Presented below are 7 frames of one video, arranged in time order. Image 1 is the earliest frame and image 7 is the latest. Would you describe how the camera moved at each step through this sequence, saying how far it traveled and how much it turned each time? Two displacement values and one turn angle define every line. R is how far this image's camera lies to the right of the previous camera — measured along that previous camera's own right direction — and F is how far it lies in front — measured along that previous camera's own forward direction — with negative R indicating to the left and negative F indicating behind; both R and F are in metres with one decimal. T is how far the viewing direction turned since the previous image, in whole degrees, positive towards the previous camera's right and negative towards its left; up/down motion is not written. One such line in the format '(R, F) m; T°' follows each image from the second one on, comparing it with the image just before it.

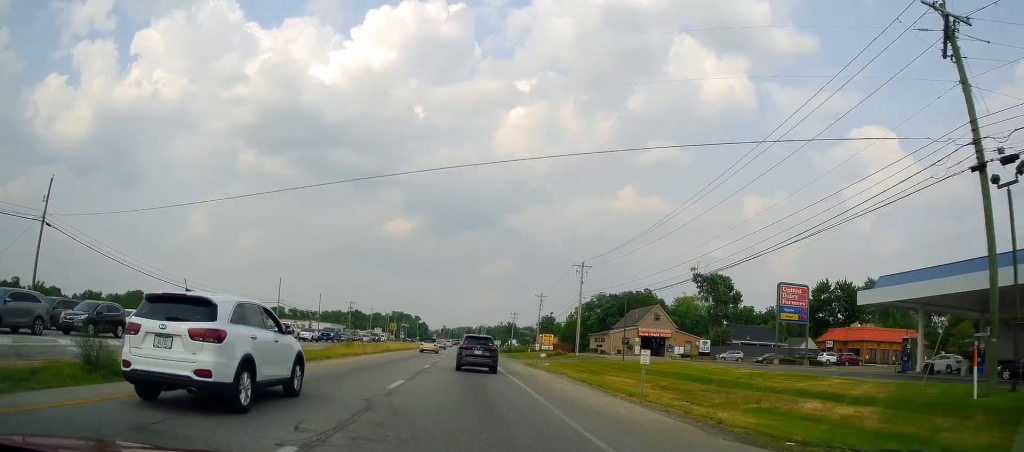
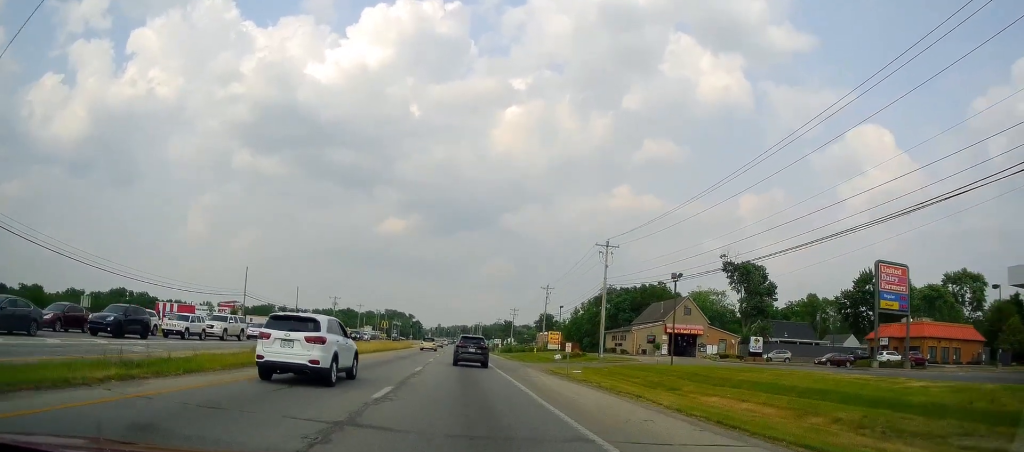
(-0.2, +15.2) m; +1°
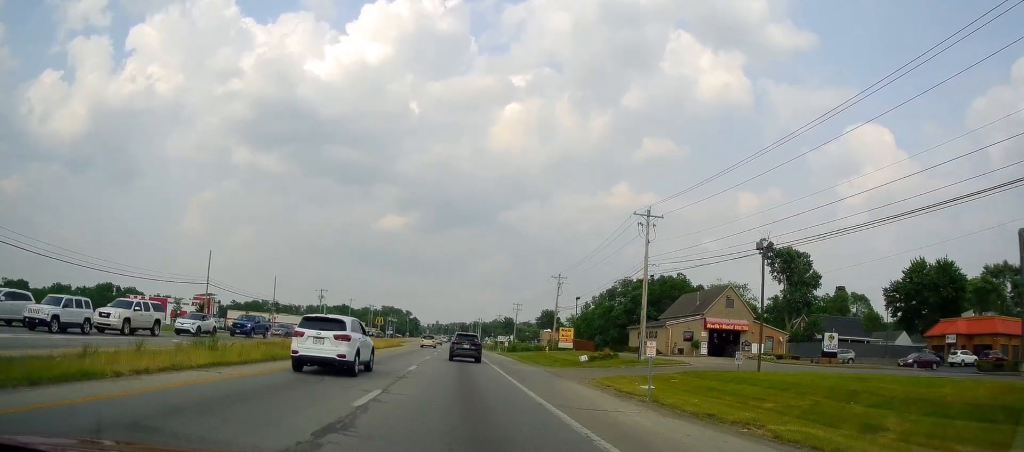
(+0.4, +14.1) m; +1°
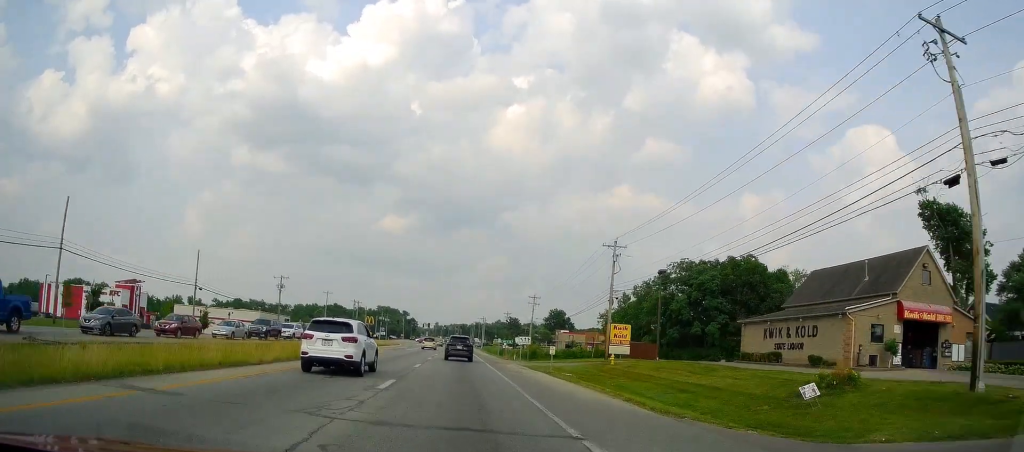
(-1.0, +32.9) m; -2°
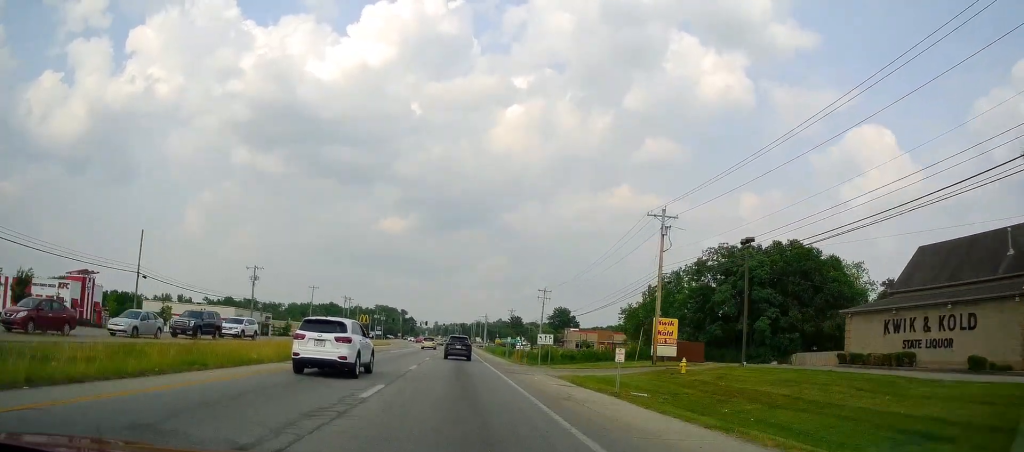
(+0.1, +14.3) m; +1°
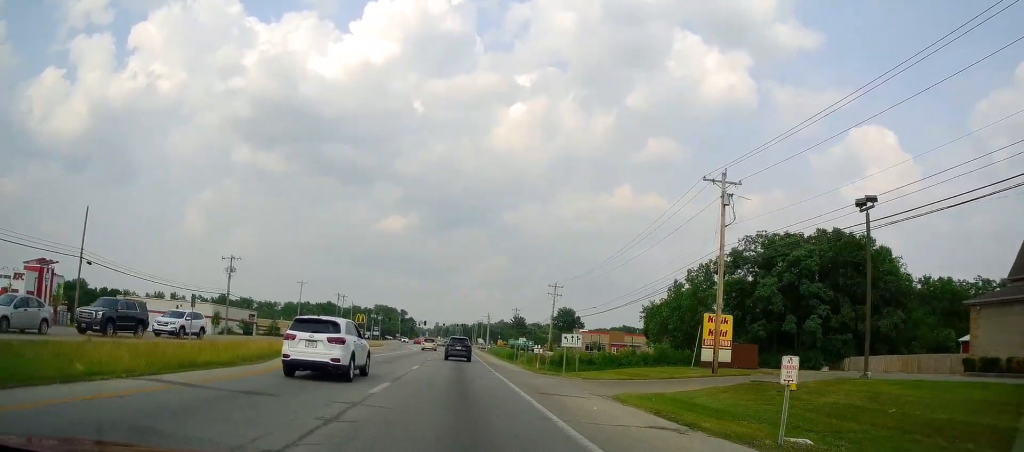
(+0.1, +10.5) m; +1°
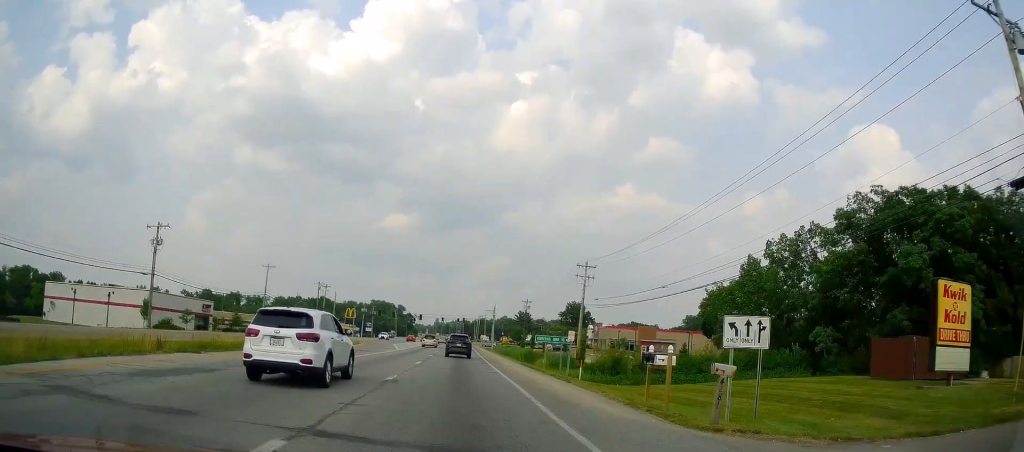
(+0.3, +22.2) m; +1°
